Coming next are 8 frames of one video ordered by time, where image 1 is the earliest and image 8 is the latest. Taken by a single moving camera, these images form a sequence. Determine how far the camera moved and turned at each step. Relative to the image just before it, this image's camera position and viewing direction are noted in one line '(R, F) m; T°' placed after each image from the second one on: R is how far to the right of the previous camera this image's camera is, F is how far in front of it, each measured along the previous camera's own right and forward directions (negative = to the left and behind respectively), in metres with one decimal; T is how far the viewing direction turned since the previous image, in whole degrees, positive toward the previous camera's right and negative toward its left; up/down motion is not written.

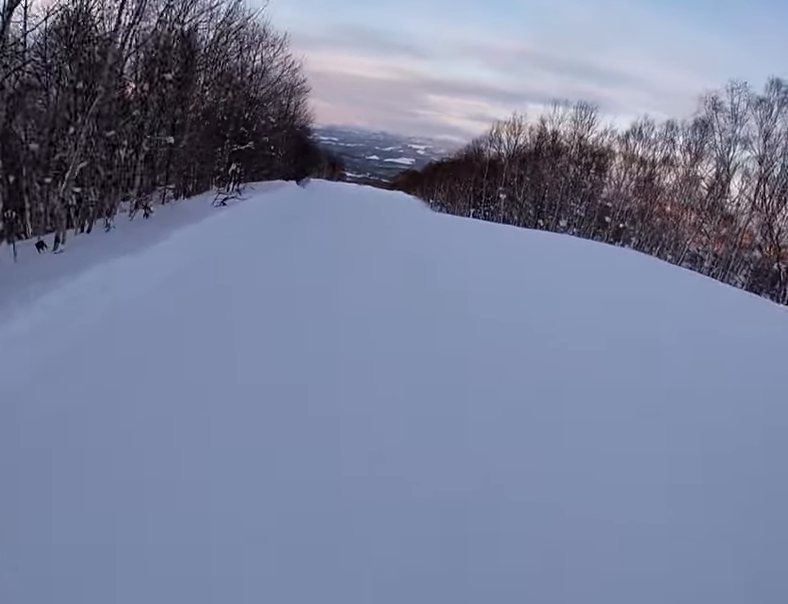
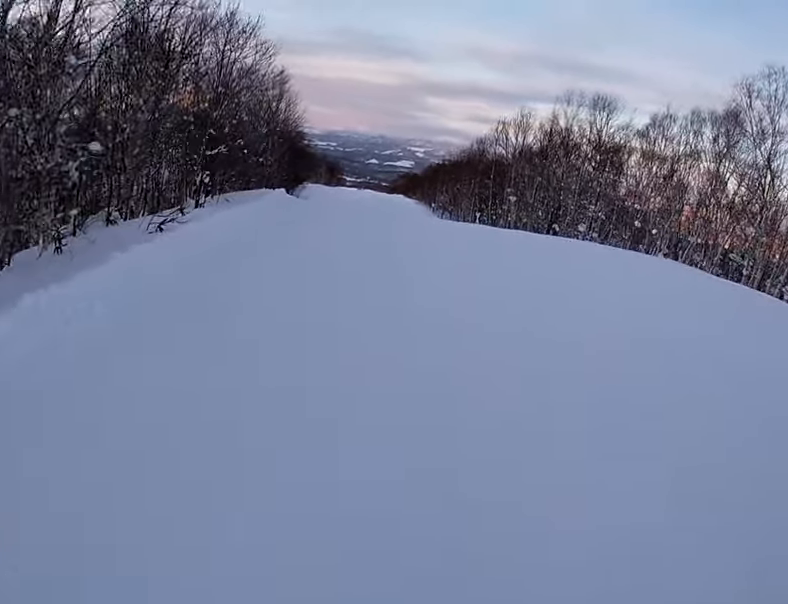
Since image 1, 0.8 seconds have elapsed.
(+0.1, +4.3) m; -5°
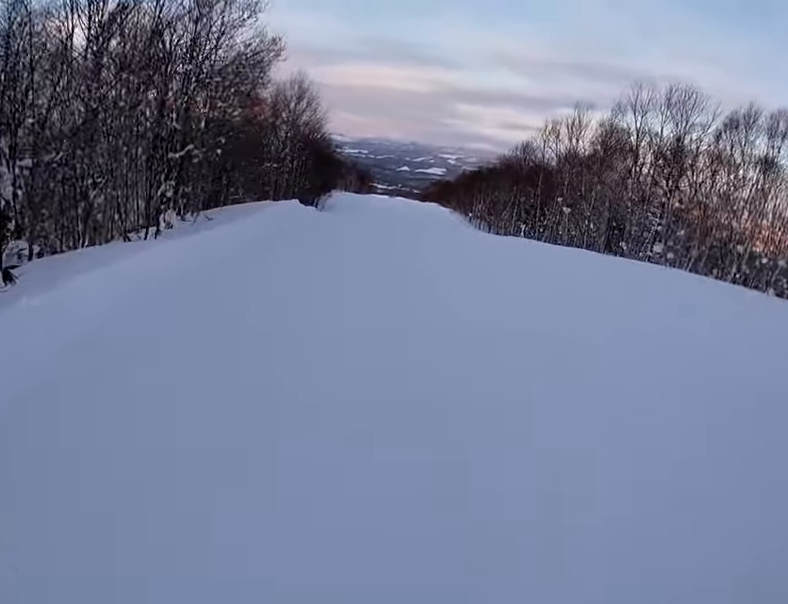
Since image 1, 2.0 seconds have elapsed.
(-0.4, +5.9) m; 0°
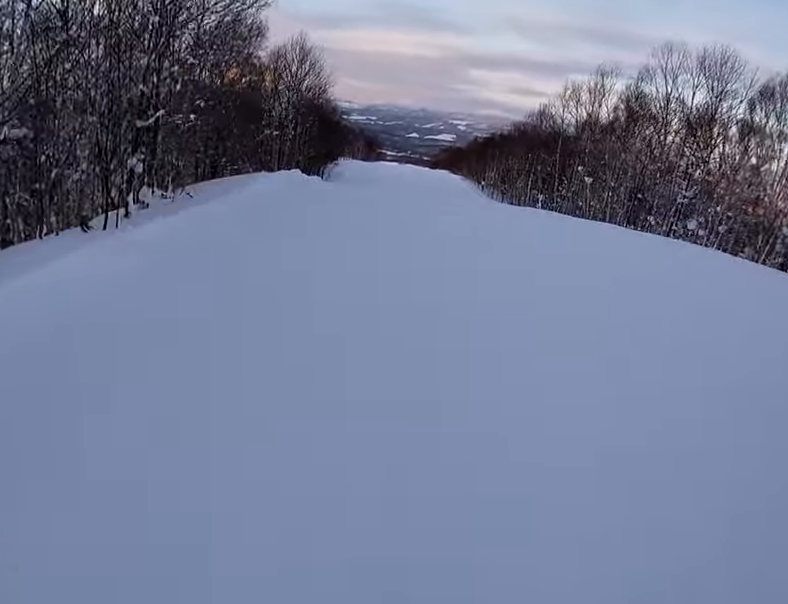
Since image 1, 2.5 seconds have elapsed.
(+0.2, +2.2) m; 0°
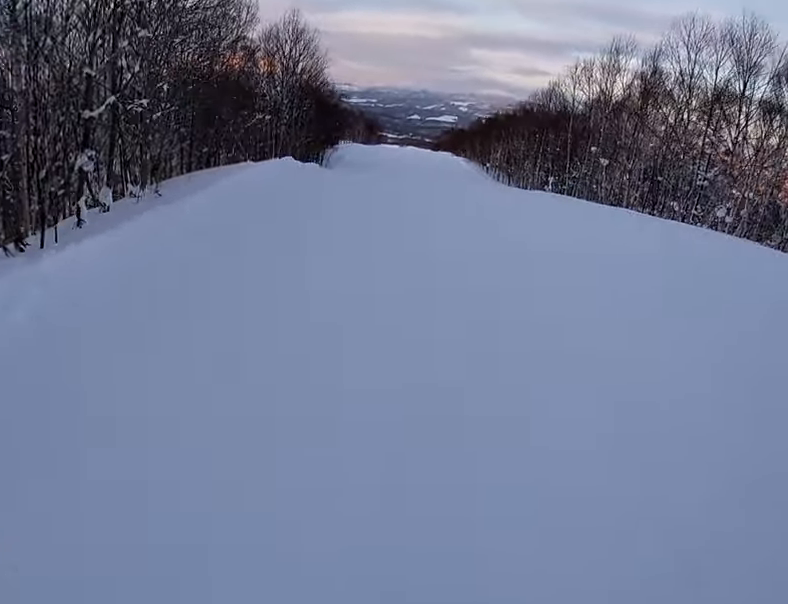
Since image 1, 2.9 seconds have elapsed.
(+0.1, +2.1) m; 0°
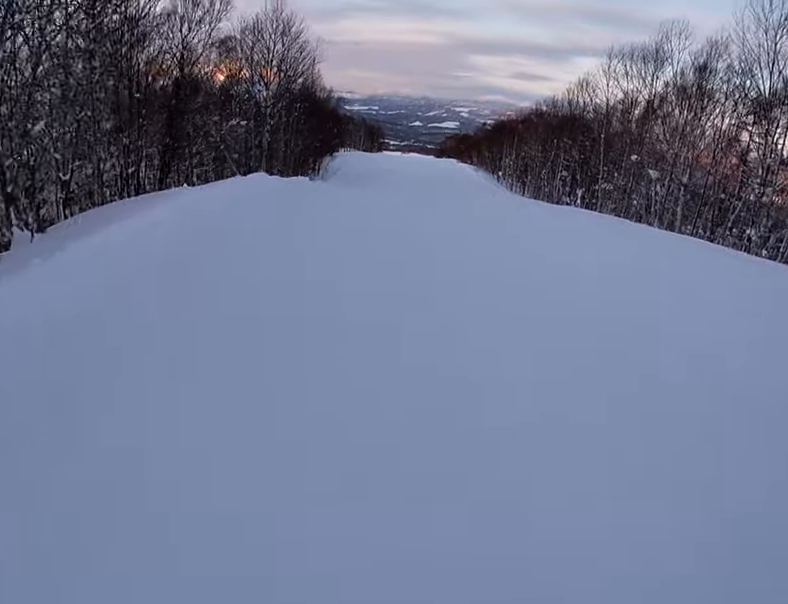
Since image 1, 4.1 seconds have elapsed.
(-0.3, +6.1) m; +5°
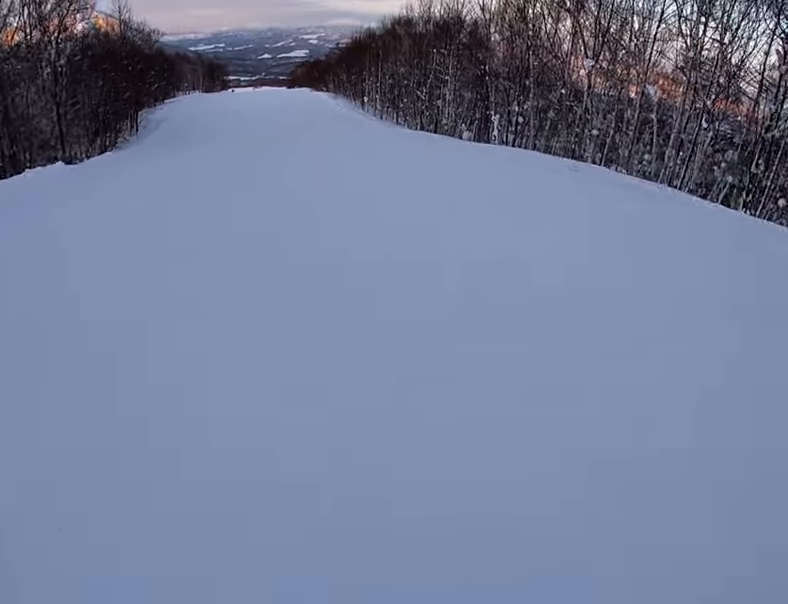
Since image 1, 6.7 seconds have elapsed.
(+1.5, +13.4) m; +2°
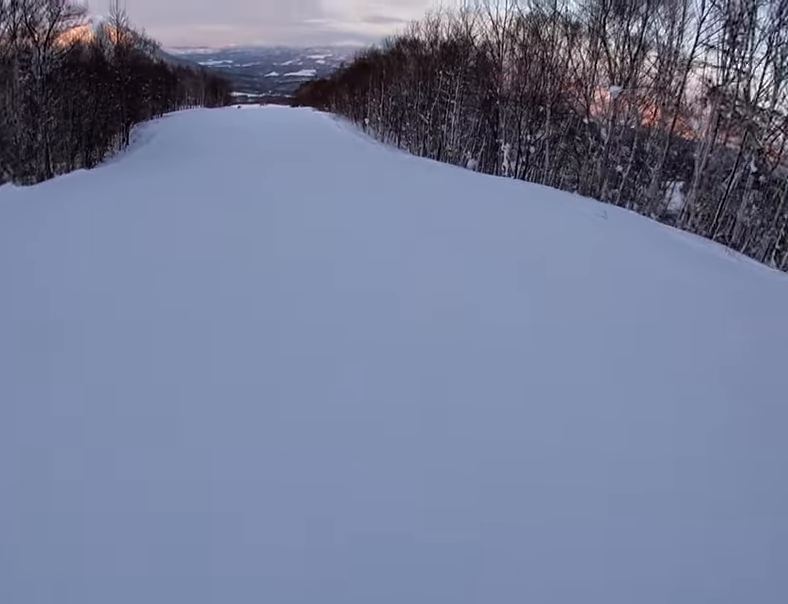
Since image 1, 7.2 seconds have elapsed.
(0.0, +3.0) m; +1°
